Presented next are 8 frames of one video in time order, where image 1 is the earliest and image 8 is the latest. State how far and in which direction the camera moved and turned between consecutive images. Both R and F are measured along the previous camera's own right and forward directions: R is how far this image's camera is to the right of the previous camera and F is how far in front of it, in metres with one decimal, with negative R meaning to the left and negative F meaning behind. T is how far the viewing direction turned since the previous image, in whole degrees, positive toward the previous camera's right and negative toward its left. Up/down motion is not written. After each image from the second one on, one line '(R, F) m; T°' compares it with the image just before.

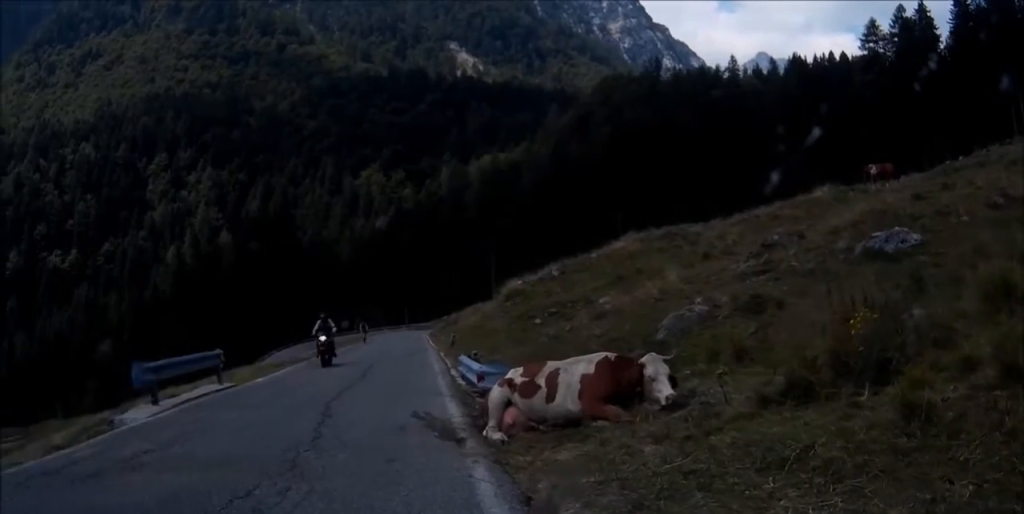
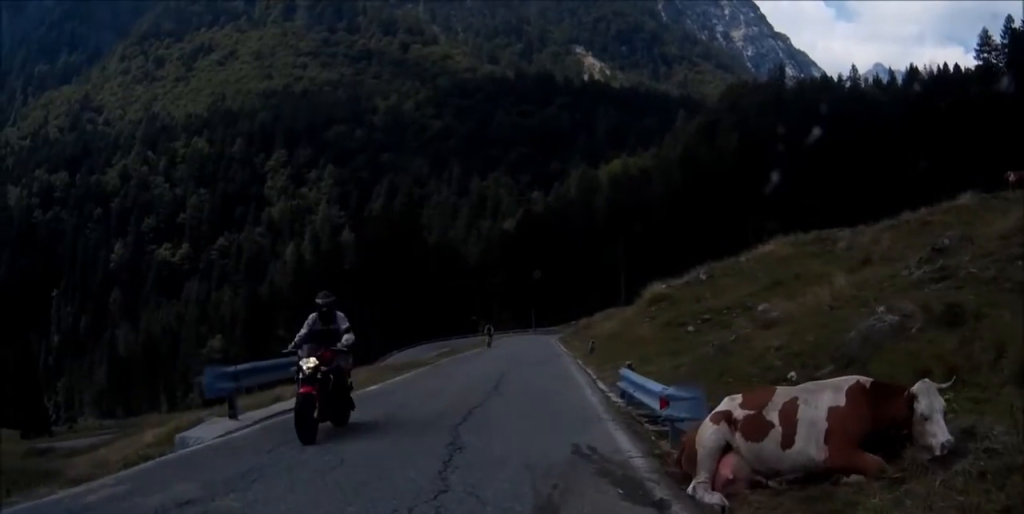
(0.0, +4.1) m; +1°
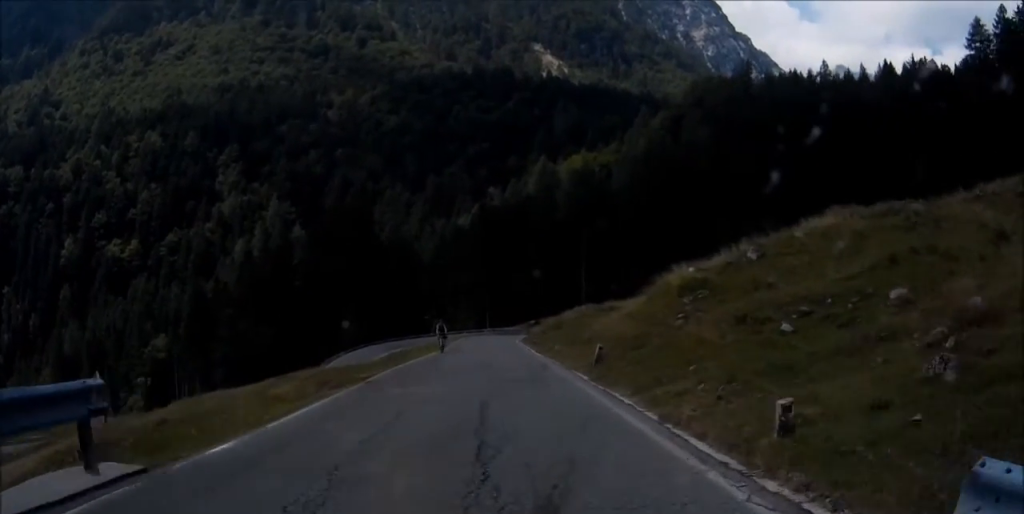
(+0.6, +12.5) m; +4°
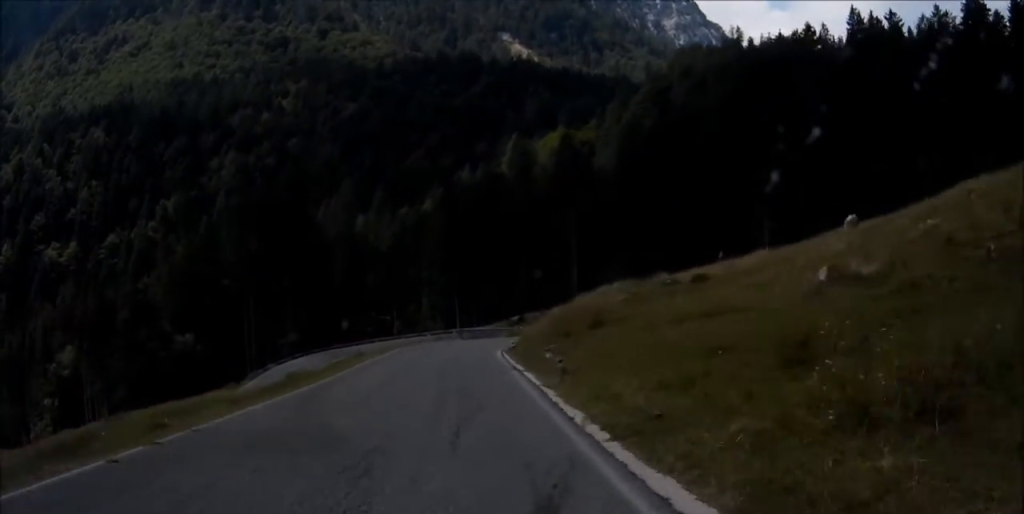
(+0.1, +31.3) m; 0°
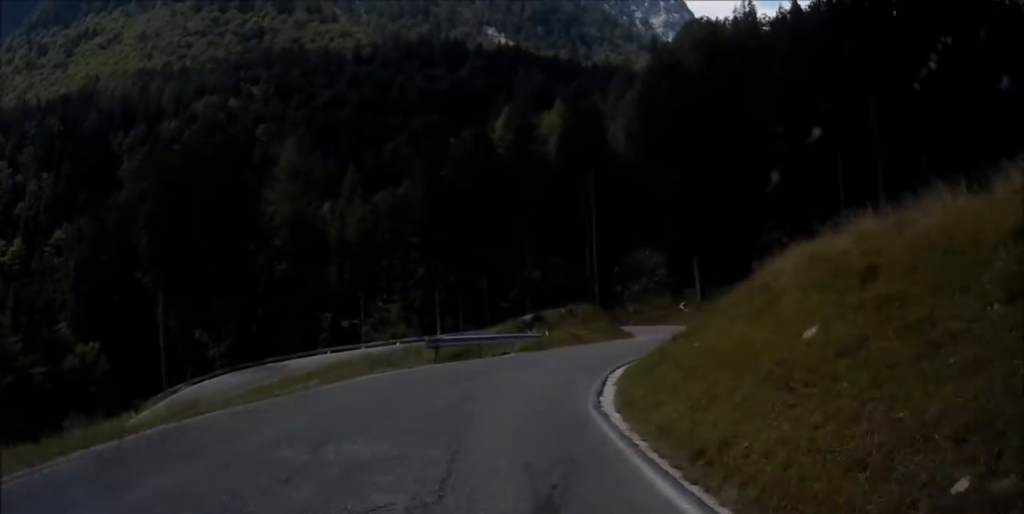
(+0.6, +28.3) m; +7°
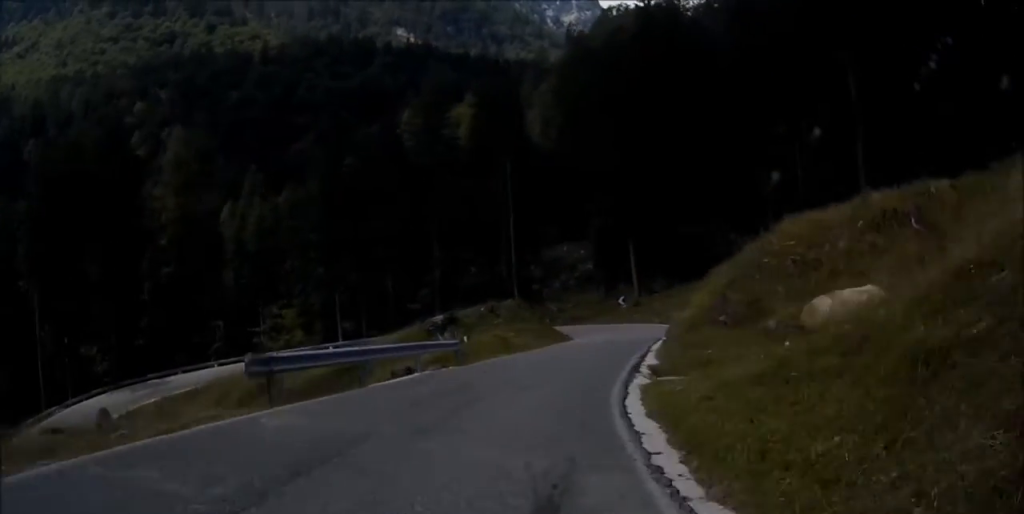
(+0.3, +10.0) m; +4°
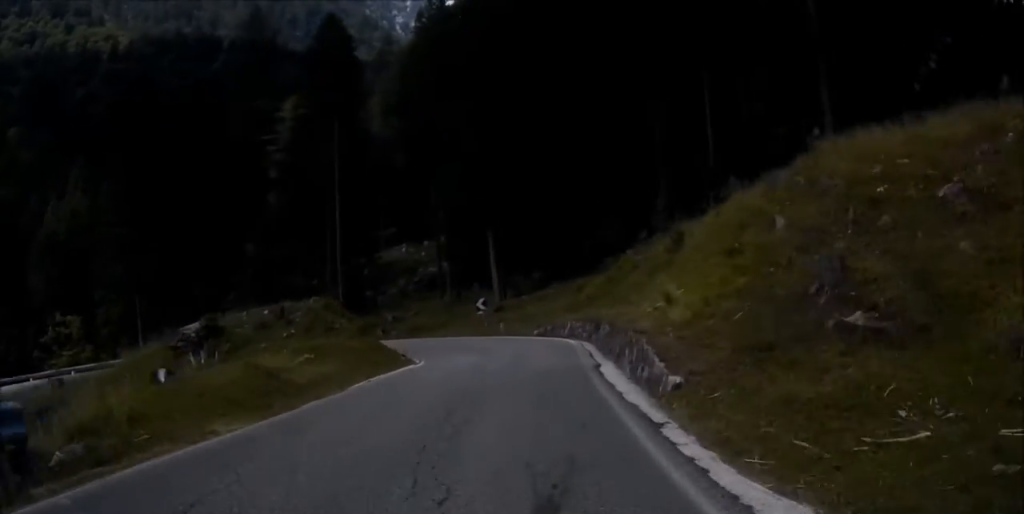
(+1.2, +15.6) m; +6°
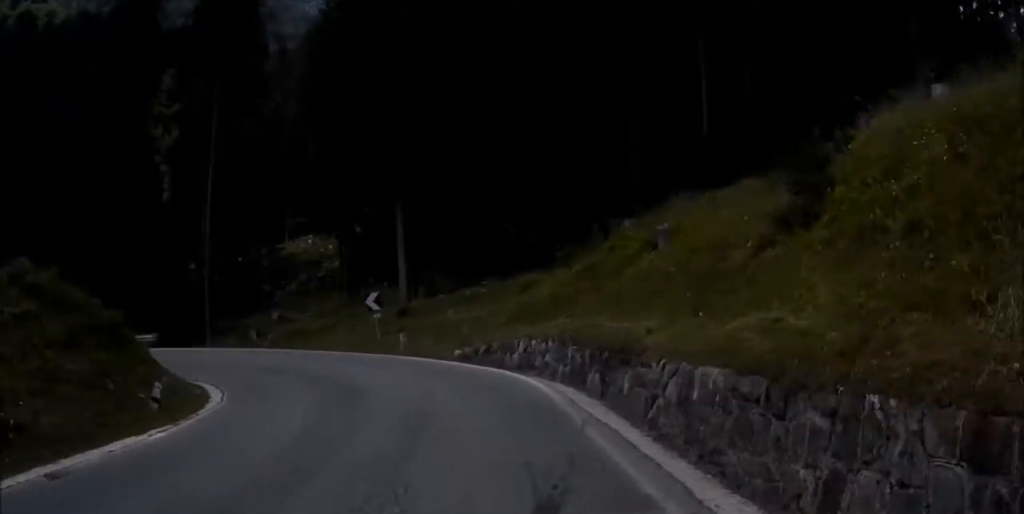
(+0.6, +13.7) m; -6°
